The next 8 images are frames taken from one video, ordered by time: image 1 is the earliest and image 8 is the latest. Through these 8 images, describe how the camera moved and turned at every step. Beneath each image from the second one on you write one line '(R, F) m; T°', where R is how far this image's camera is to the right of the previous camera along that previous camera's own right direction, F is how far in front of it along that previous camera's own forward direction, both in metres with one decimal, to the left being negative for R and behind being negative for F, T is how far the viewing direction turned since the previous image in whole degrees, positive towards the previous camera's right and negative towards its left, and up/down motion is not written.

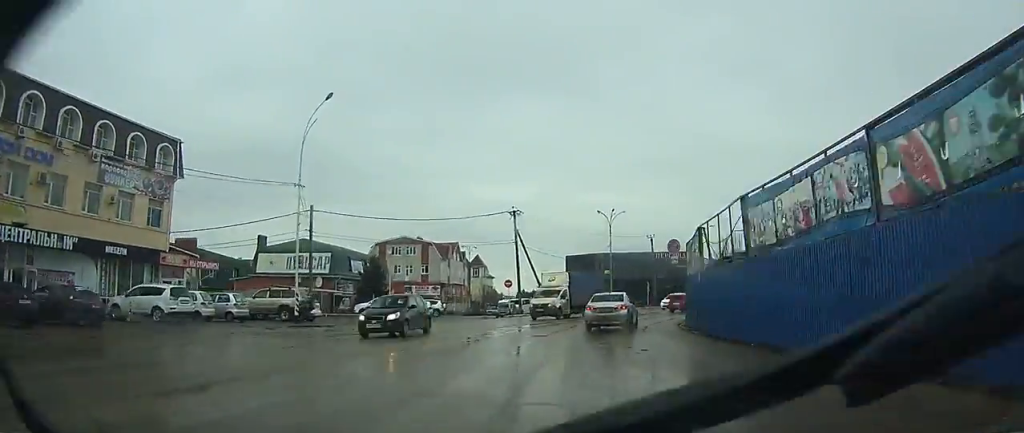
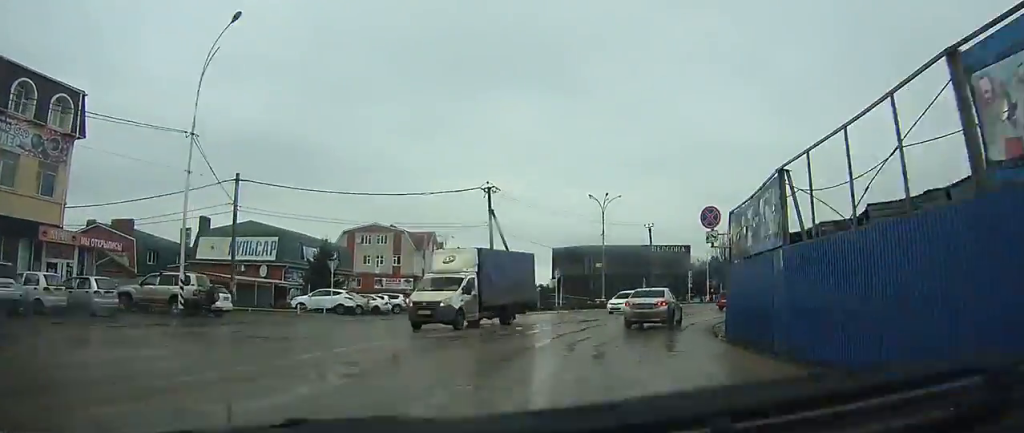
(+0.5, +9.3) m; +5°
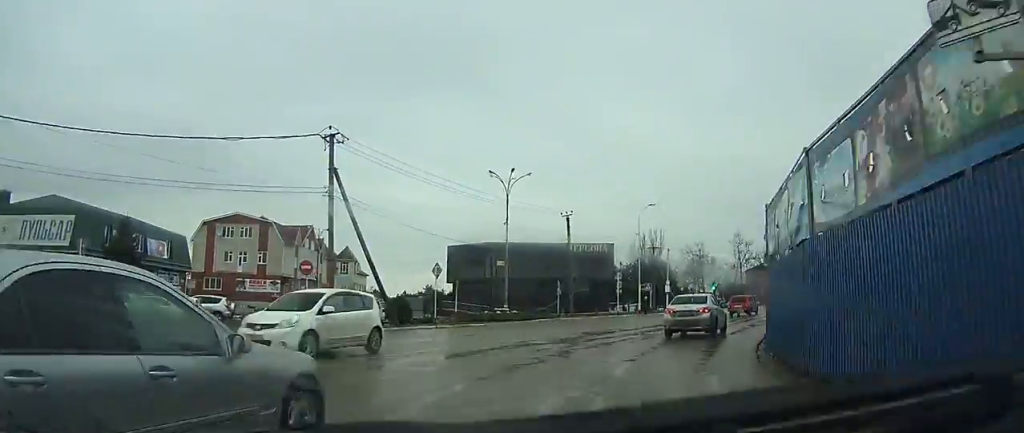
(+0.4, +15.6) m; +10°
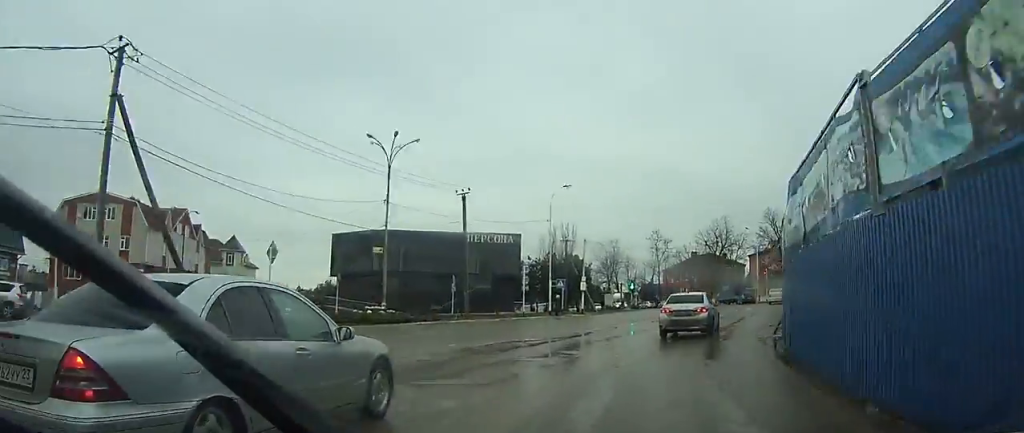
(+1.3, +9.5) m; +7°
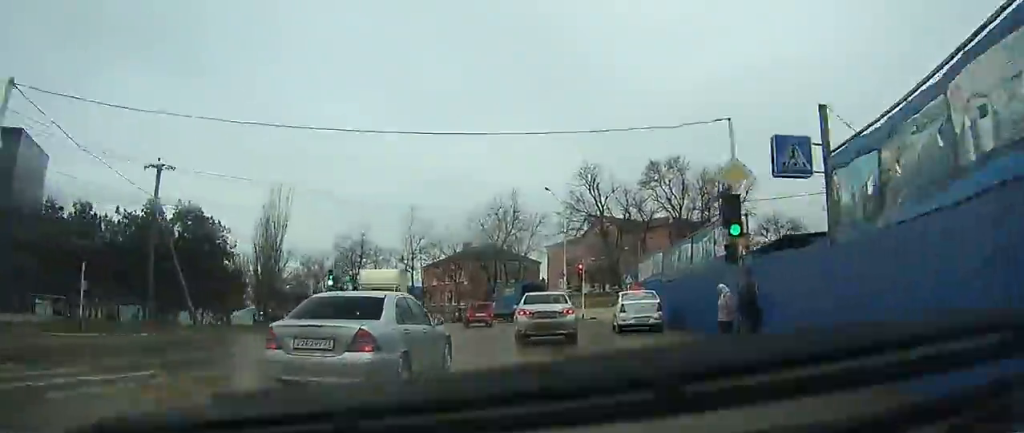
(+6.9, +37.6) m; +12°
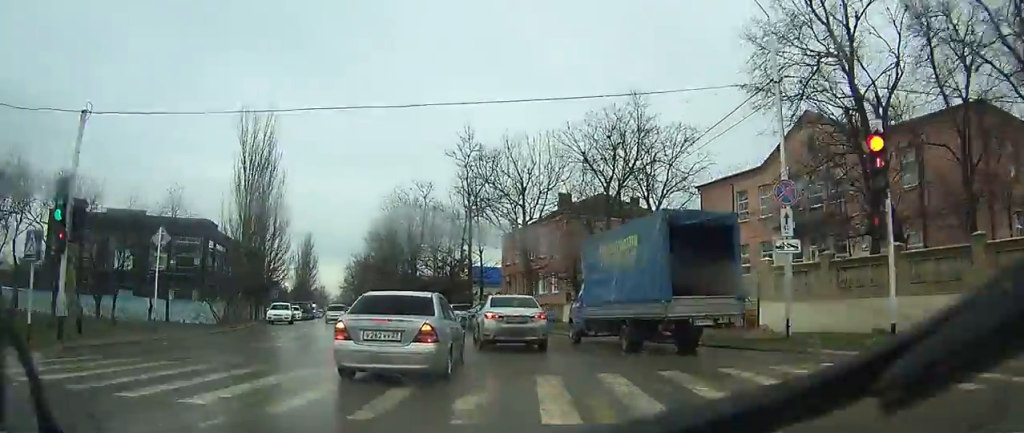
(-2.5, +31.5) m; -12°
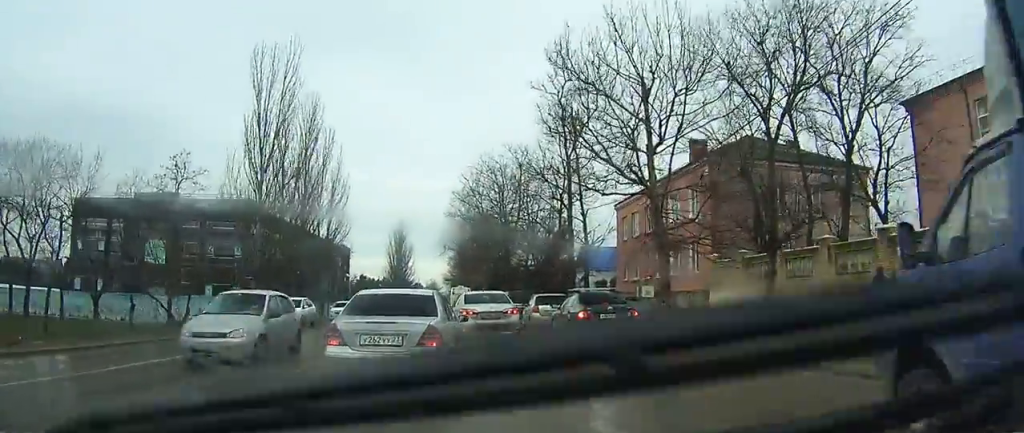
(-1.2, +15.2) m; -11°
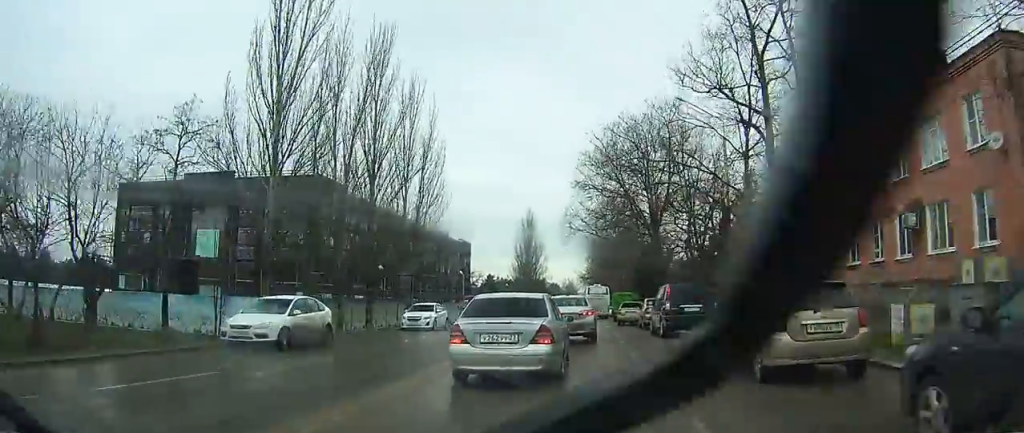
(-1.7, +14.9) m; -8°
